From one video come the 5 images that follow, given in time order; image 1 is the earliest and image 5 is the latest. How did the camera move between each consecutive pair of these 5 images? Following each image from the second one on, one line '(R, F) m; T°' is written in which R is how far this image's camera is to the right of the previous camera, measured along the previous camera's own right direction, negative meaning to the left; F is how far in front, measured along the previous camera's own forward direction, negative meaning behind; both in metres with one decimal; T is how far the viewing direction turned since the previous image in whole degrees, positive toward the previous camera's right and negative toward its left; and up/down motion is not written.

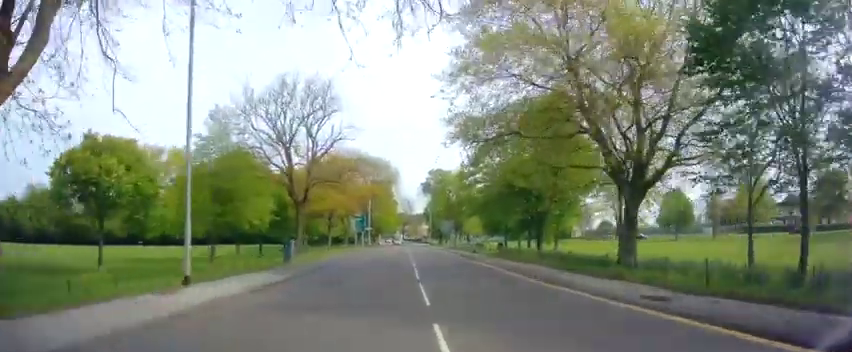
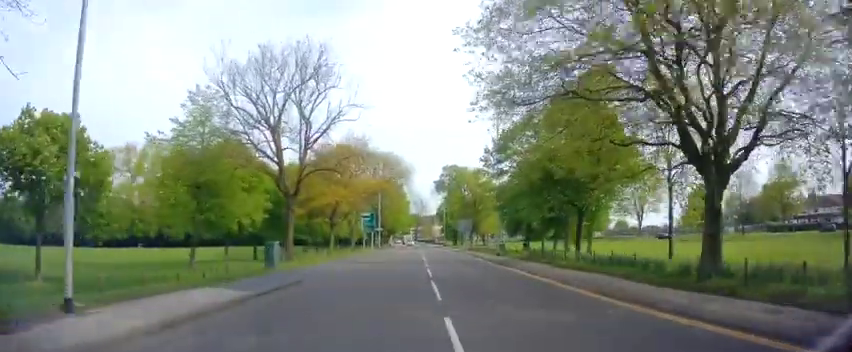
(-0.1, +5.4) m; -1°
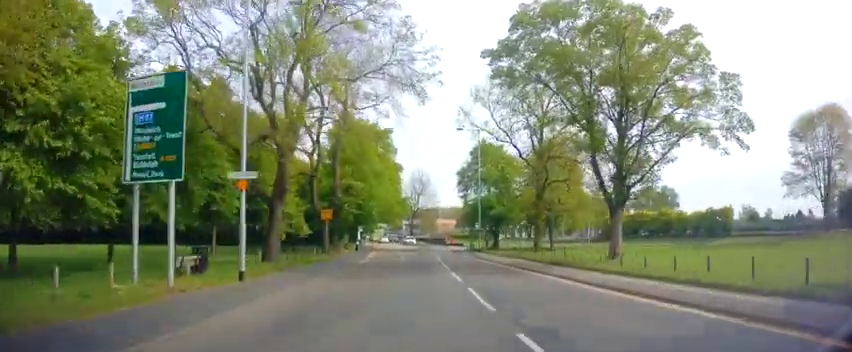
(+0.5, +57.4) m; +2°
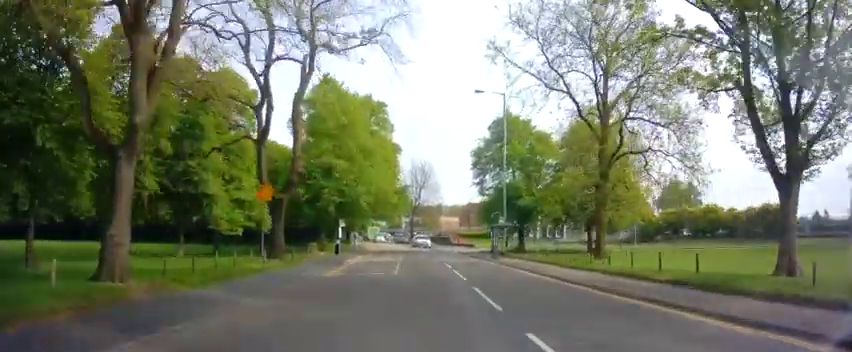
(+0.3, +12.3) m; +1°
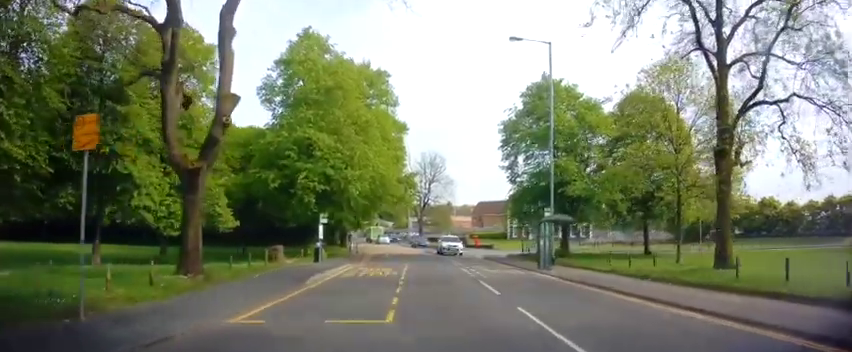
(-0.1, +10.2) m; -1°
